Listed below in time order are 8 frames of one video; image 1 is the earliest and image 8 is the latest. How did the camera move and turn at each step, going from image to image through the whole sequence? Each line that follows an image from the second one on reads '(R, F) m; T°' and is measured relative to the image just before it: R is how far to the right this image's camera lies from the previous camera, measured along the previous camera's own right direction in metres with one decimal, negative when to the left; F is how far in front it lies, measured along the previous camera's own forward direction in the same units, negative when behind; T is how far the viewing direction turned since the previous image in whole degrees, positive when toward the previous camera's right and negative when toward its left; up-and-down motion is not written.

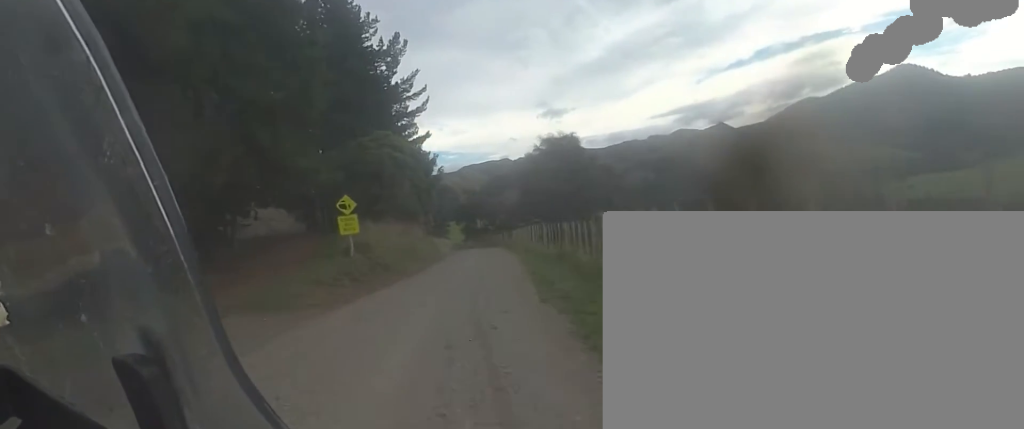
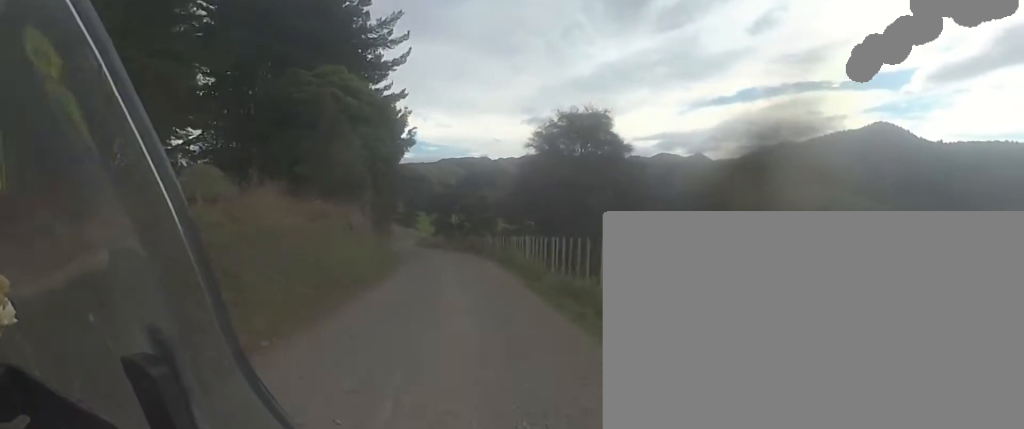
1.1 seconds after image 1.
(+0.5, +13.4) m; +2°
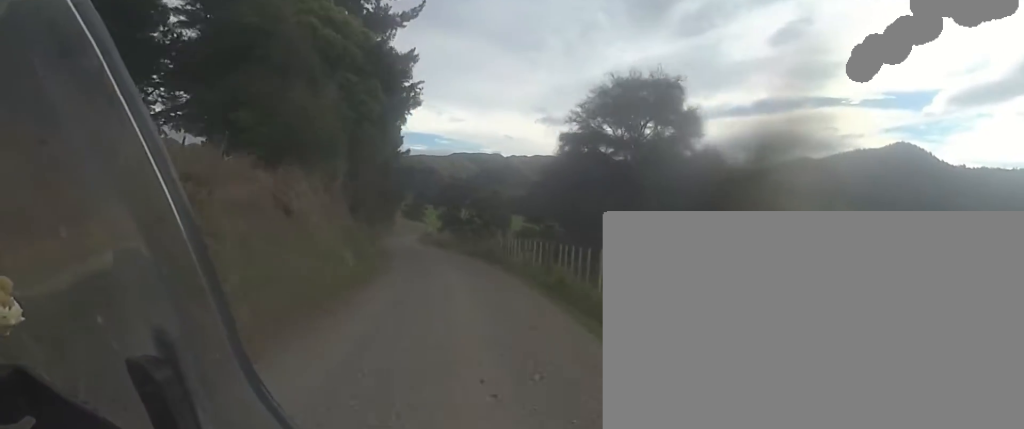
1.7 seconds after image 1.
(+0.2, +7.7) m; -1°
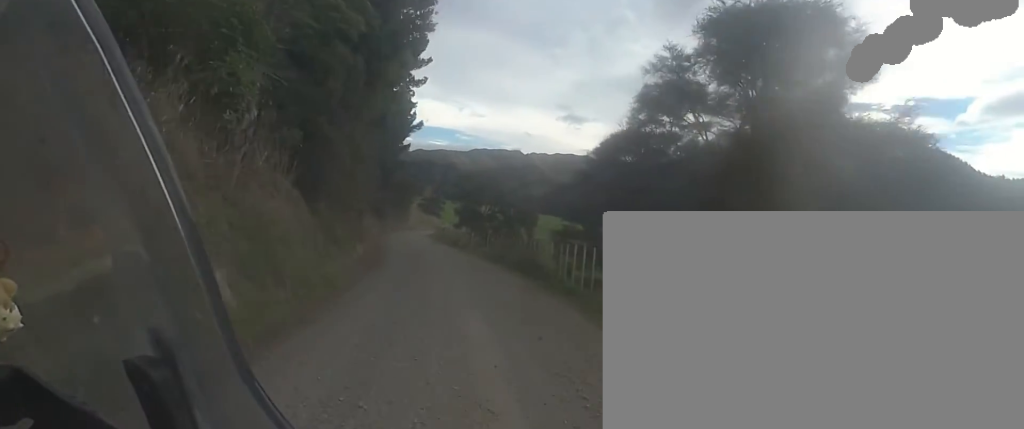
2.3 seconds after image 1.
(-0.3, +7.6) m; -5°
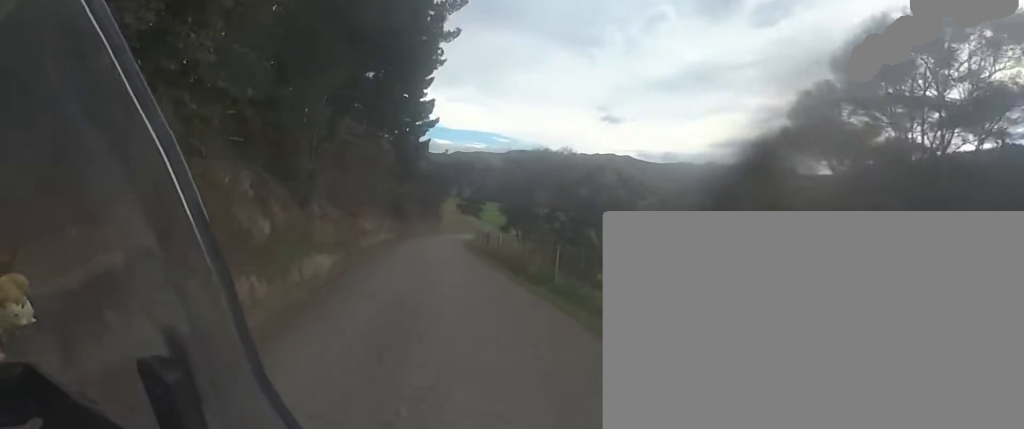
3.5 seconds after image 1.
(-1.2, +15.1) m; -7°
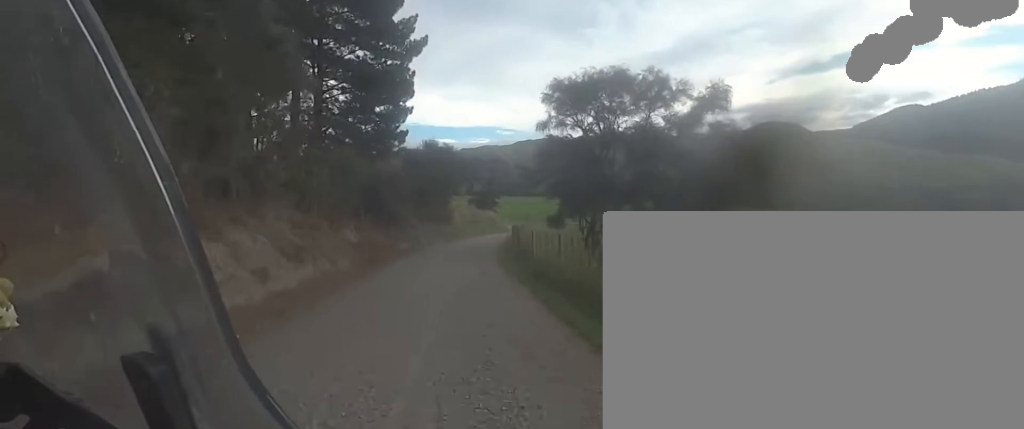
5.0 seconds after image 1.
(+0.8, +17.4) m; +7°
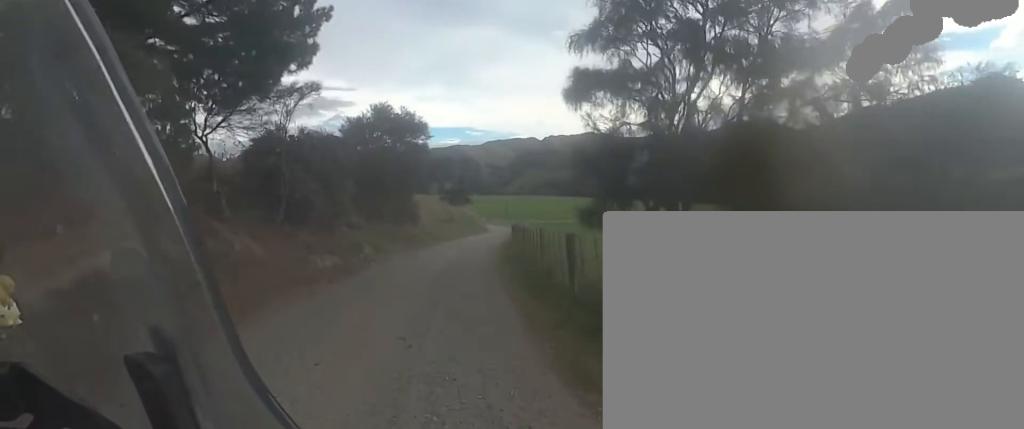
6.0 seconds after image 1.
(+0.5, +12.1) m; +5°
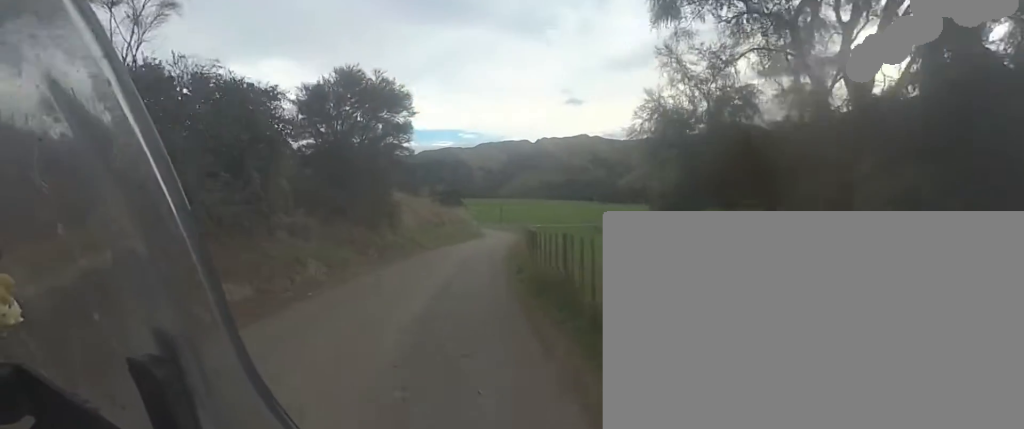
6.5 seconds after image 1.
(-0.2, +6.6) m; +2°
